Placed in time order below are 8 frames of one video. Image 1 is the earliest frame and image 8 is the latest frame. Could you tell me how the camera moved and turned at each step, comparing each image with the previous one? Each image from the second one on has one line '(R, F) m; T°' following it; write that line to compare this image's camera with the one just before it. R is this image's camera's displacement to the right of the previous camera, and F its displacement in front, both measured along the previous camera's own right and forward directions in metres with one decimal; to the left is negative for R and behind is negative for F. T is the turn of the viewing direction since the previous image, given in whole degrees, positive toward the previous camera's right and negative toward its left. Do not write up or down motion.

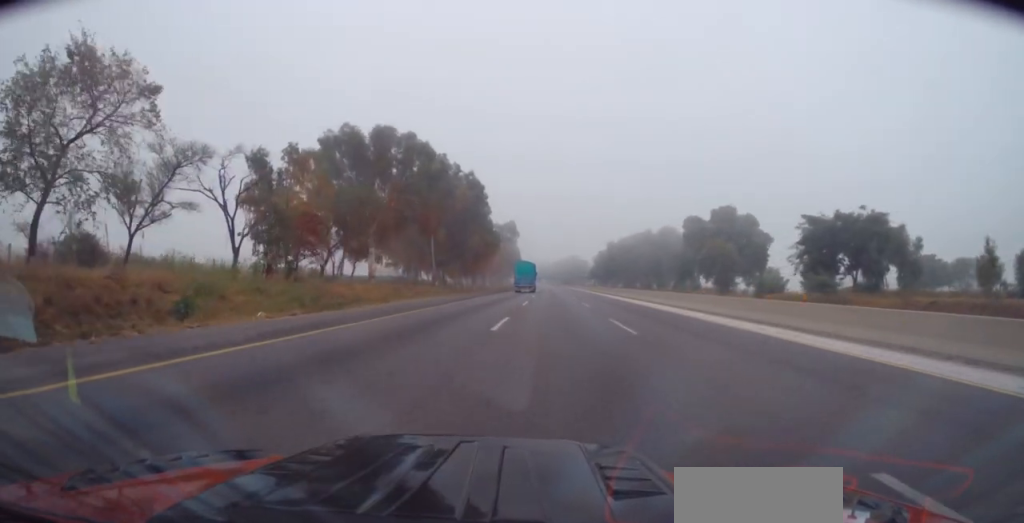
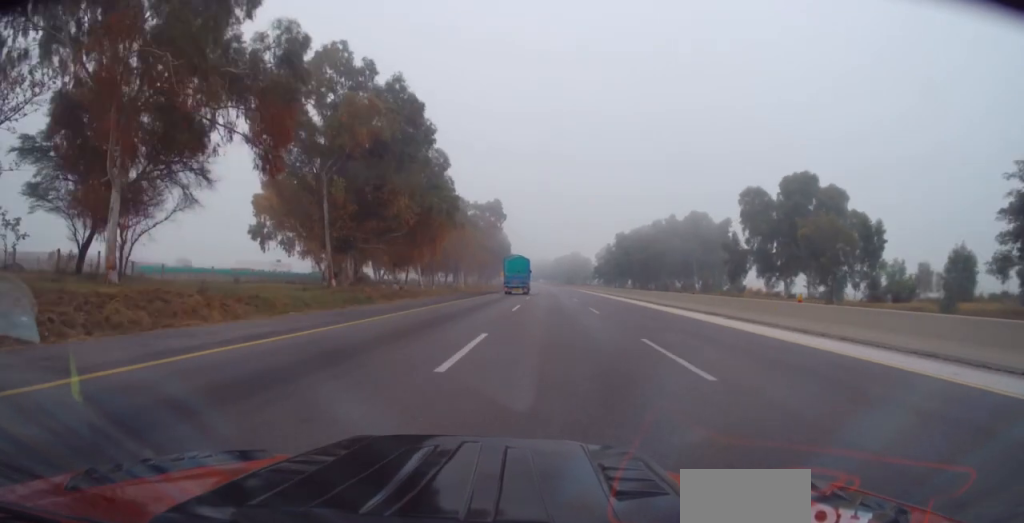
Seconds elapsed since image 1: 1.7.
(-0.3, +43.8) m; 0°
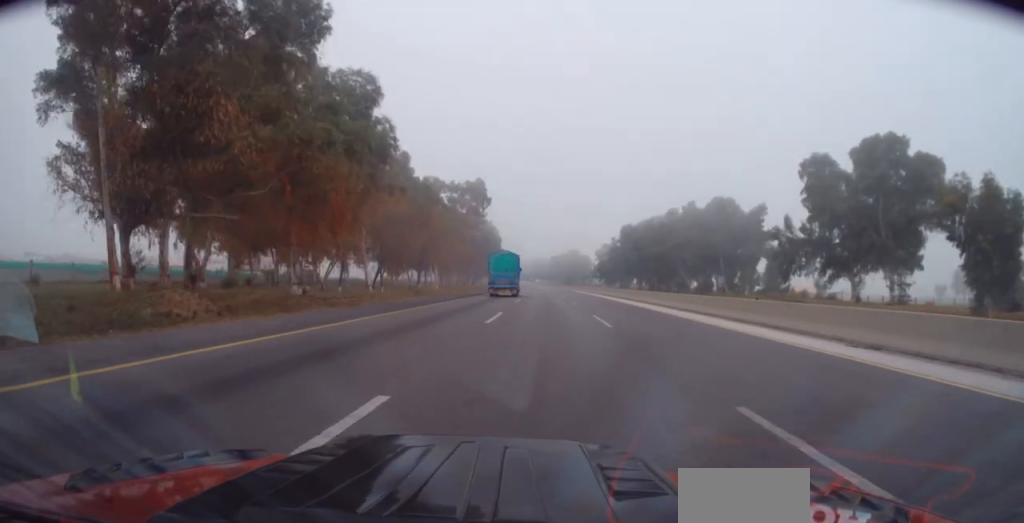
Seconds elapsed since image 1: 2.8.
(+0.2, +26.1) m; 0°
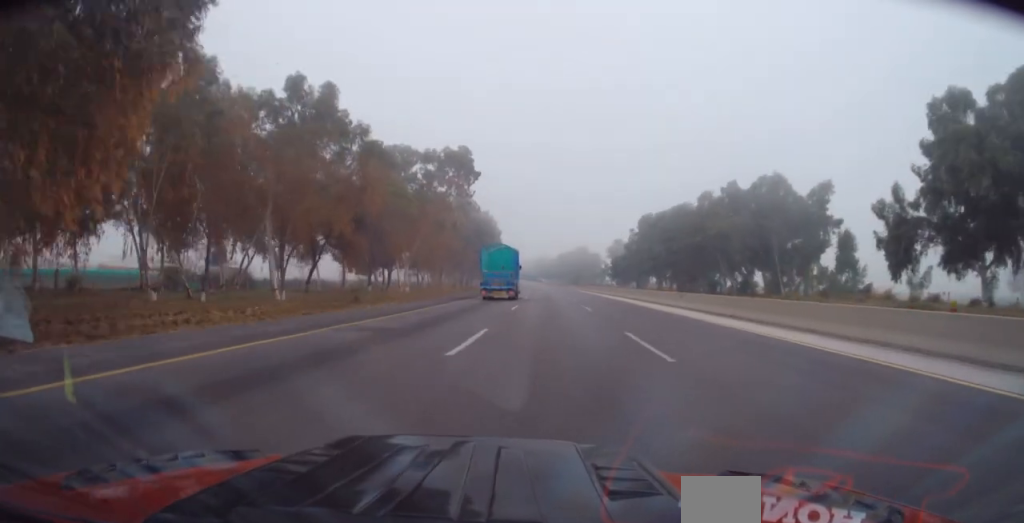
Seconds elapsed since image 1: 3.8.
(-0.3, +26.2) m; 0°
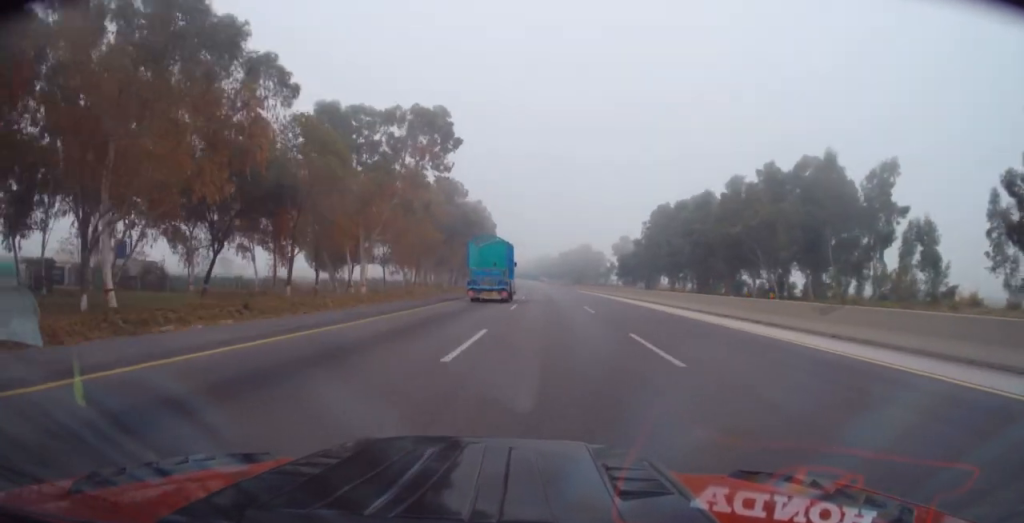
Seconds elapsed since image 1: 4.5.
(+0.3, +18.6) m; 0°
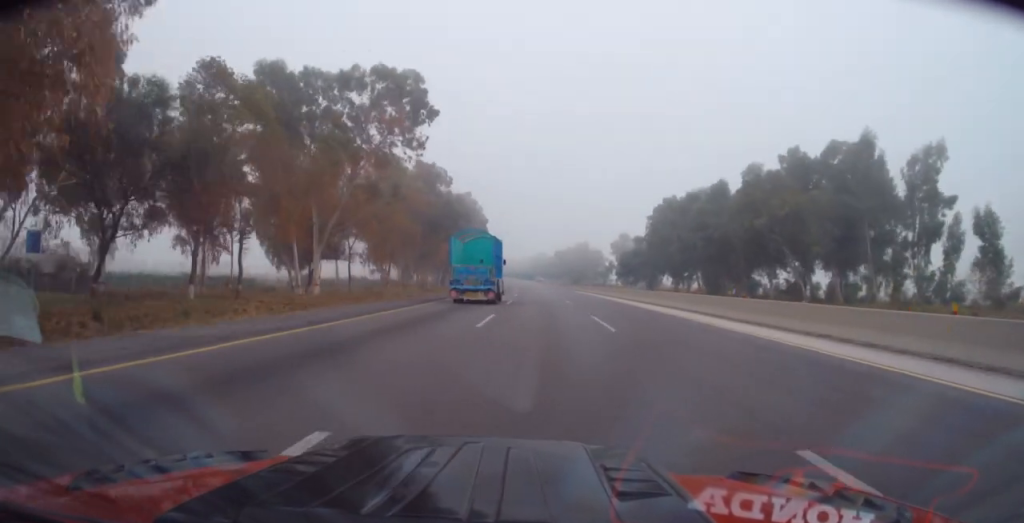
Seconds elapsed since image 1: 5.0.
(-0.1, +11.0) m; 0°
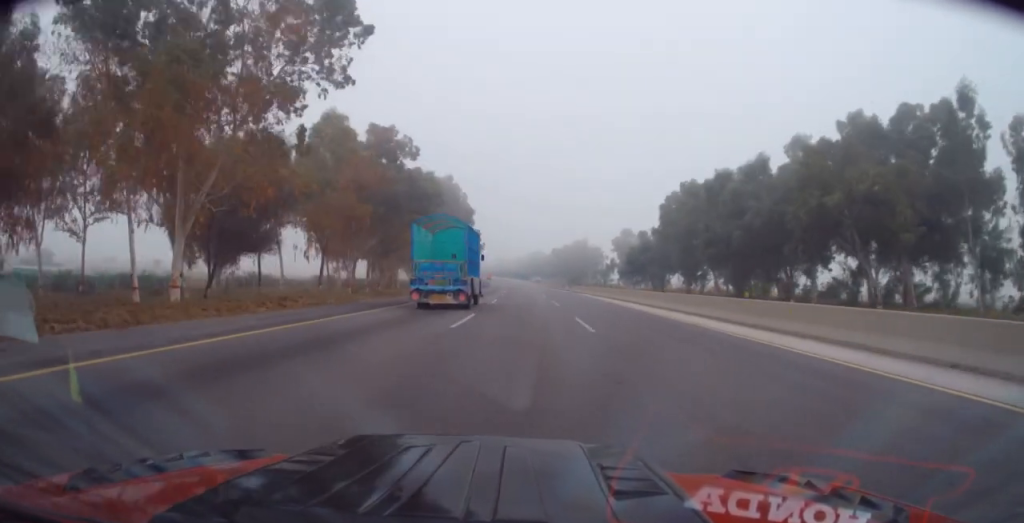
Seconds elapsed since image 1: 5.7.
(-0.3, +18.6) m; 0°
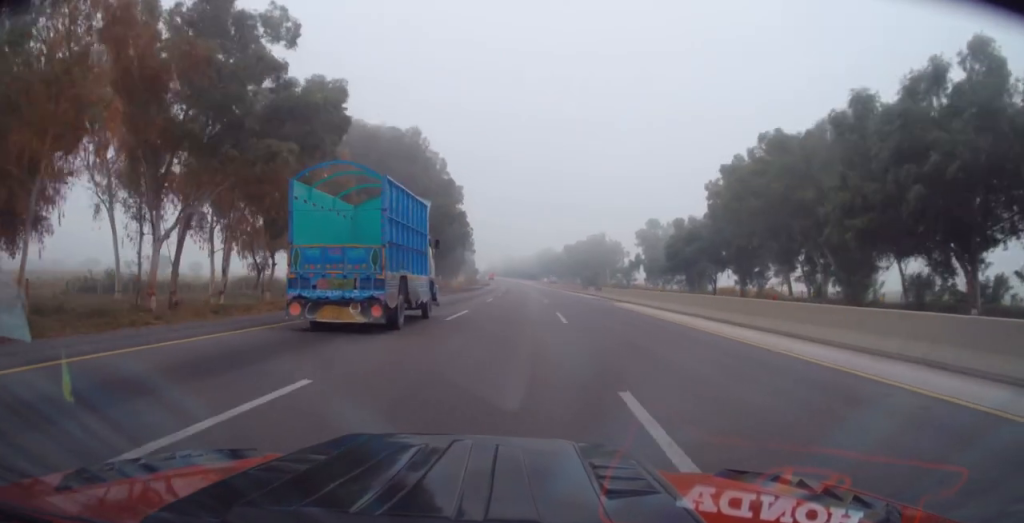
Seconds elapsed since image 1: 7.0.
(+0.2, +33.9) m; -1°
